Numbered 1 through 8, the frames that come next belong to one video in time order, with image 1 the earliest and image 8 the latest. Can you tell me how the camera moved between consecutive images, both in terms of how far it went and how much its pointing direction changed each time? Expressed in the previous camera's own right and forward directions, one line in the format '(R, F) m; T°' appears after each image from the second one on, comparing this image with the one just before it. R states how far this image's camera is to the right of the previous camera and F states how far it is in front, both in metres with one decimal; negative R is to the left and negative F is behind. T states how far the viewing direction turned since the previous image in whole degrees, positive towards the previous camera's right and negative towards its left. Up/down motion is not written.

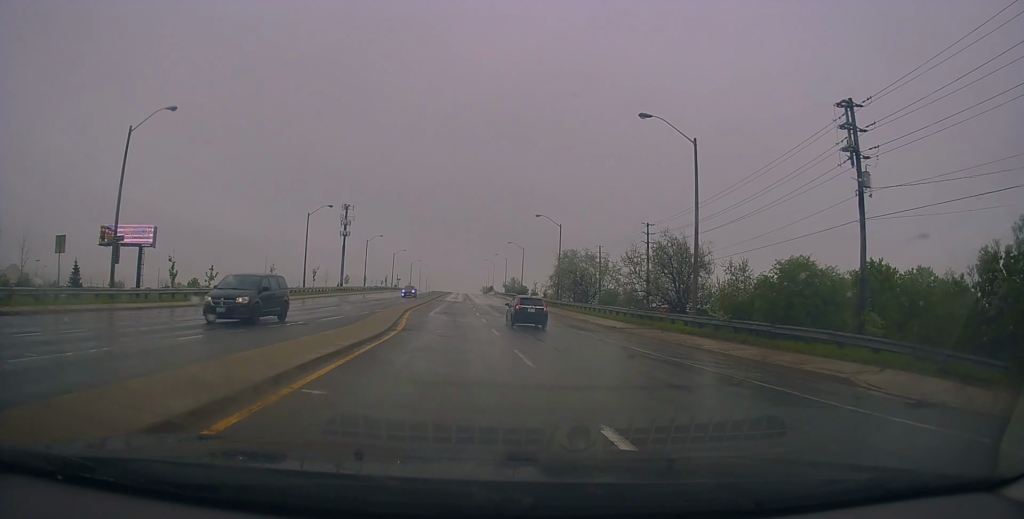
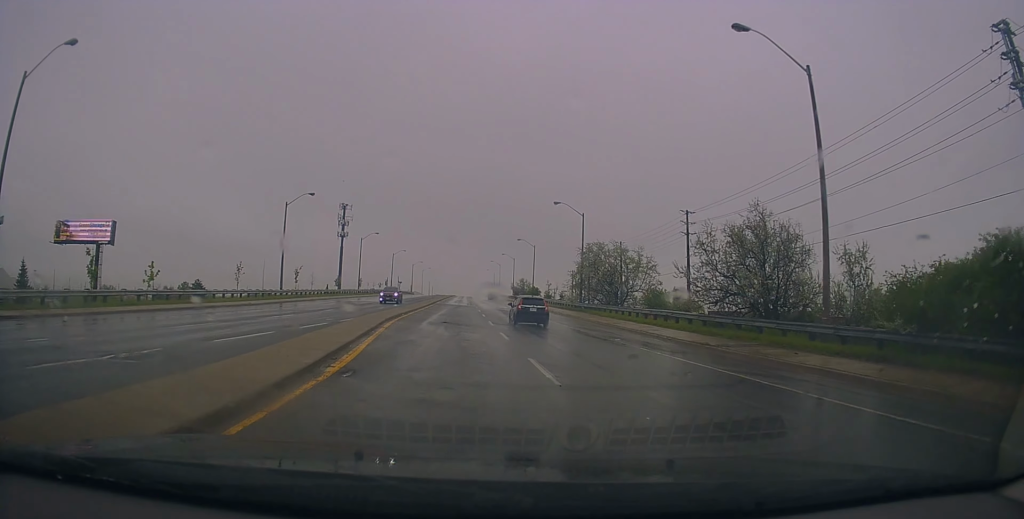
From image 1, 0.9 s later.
(-0.3, +11.0) m; +1°
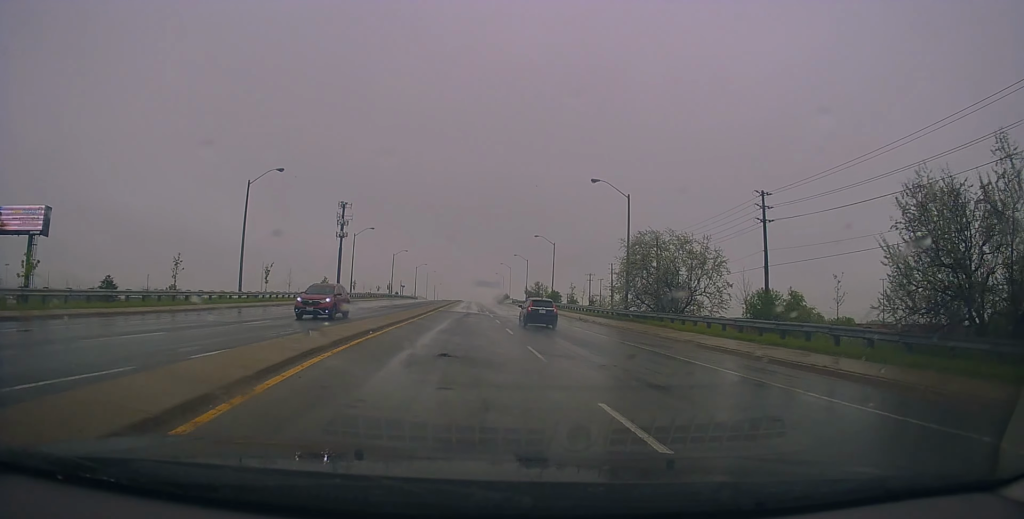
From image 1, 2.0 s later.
(+0.6, +14.0) m; +2°
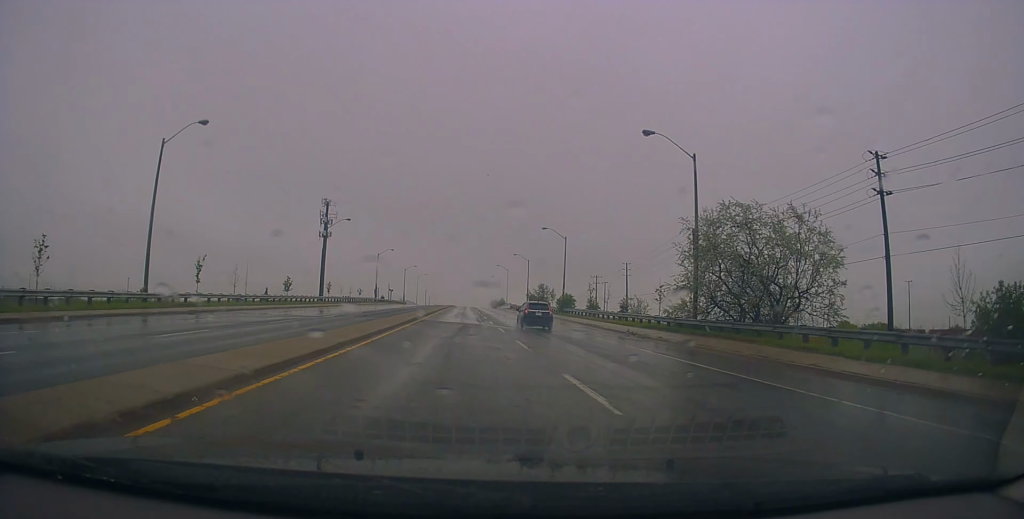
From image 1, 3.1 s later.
(-0.2, +14.9) m; -2°
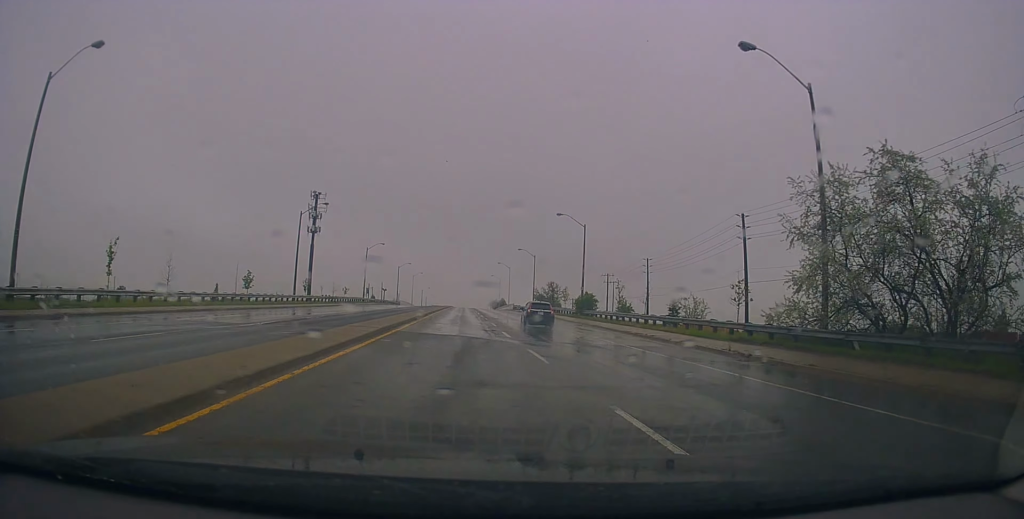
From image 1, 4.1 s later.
(-0.3, +12.8) m; 0°
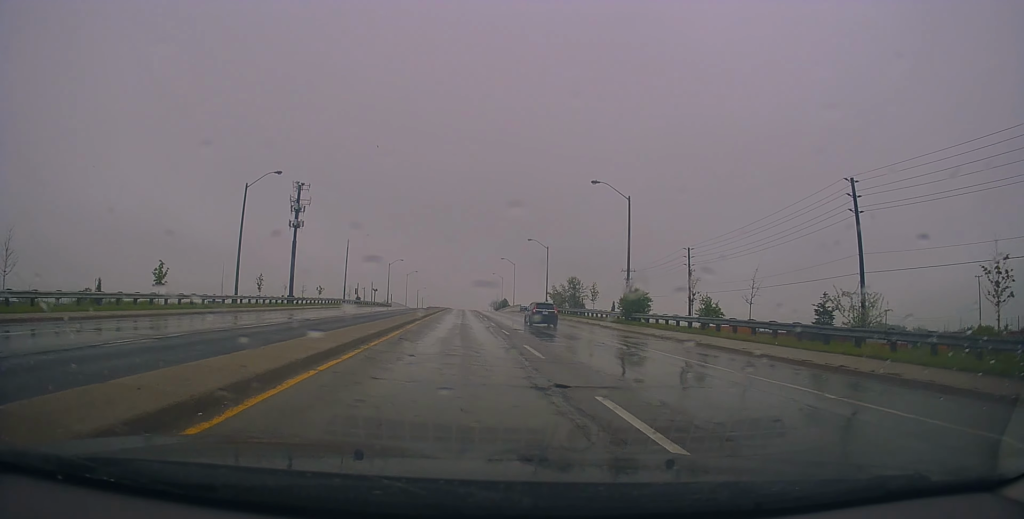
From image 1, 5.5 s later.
(+0.4, +17.3) m; +4°
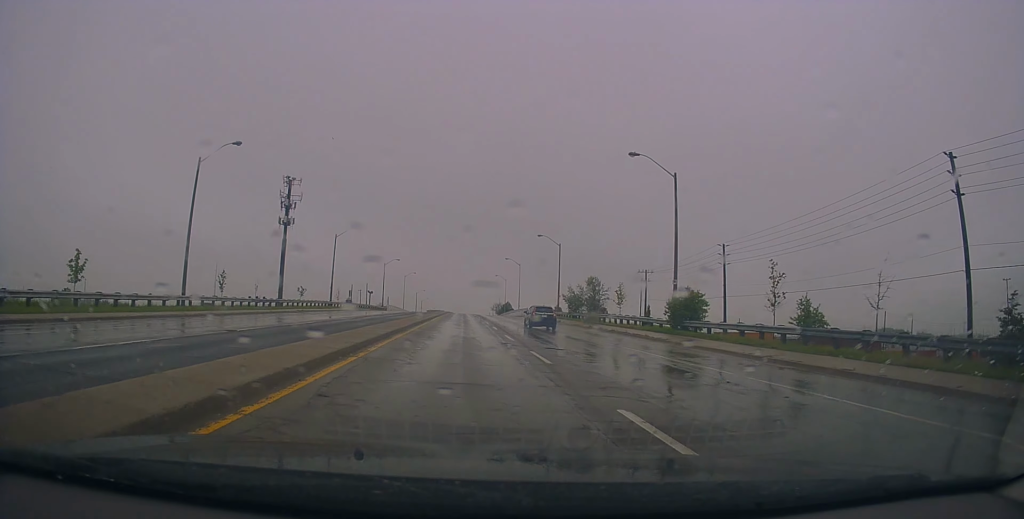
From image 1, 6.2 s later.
(+0.2, +10.1) m; 0°
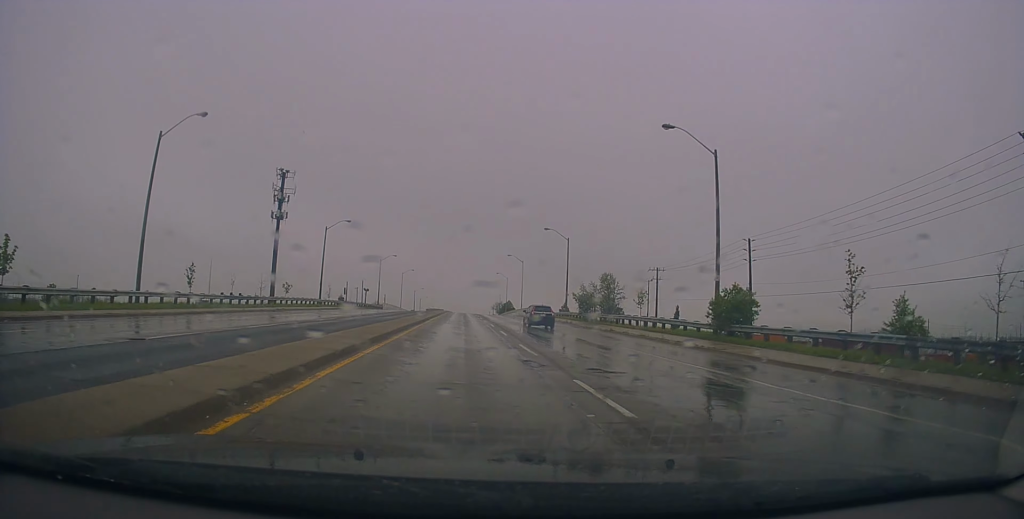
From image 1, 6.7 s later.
(+0.2, +6.0) m; -1°
